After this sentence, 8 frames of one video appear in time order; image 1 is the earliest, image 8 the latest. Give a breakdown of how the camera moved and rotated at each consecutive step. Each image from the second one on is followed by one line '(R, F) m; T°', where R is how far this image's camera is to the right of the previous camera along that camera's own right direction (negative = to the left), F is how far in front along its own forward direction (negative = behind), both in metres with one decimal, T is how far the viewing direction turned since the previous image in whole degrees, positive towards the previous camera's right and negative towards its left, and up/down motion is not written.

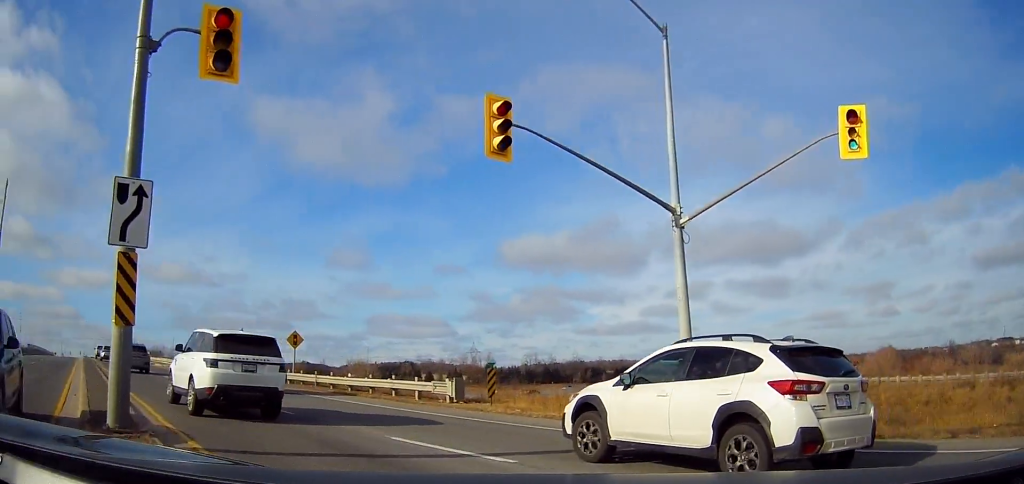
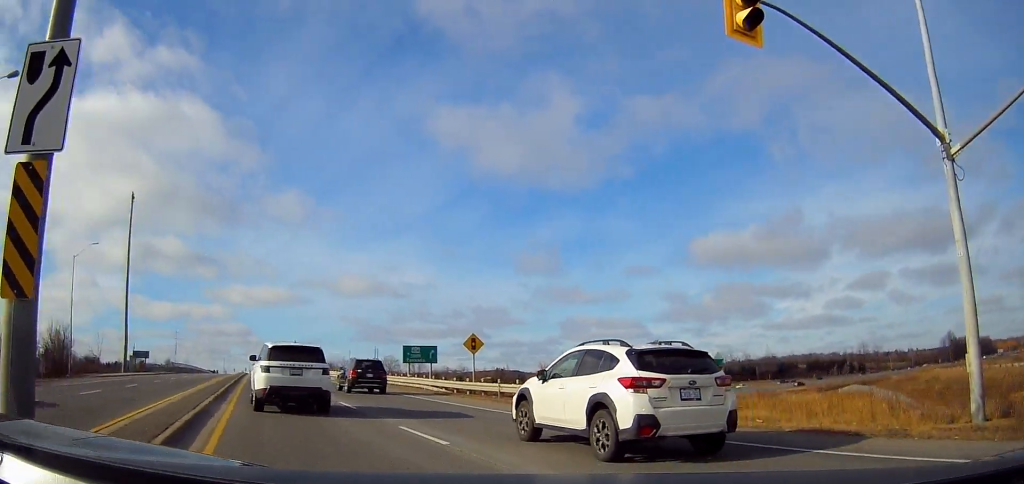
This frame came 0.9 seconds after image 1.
(-0.7, +4.9) m; -16°
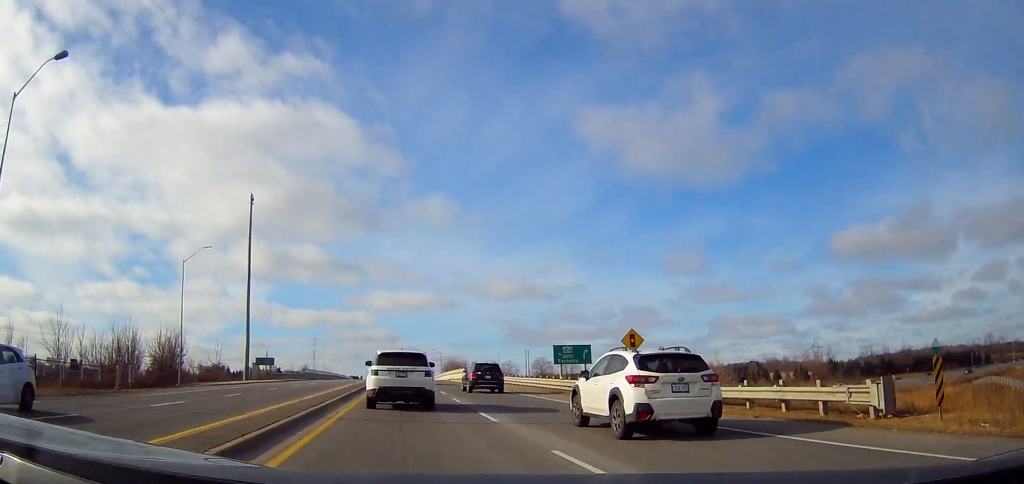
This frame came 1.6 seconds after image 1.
(-0.1, +3.8) m; -11°
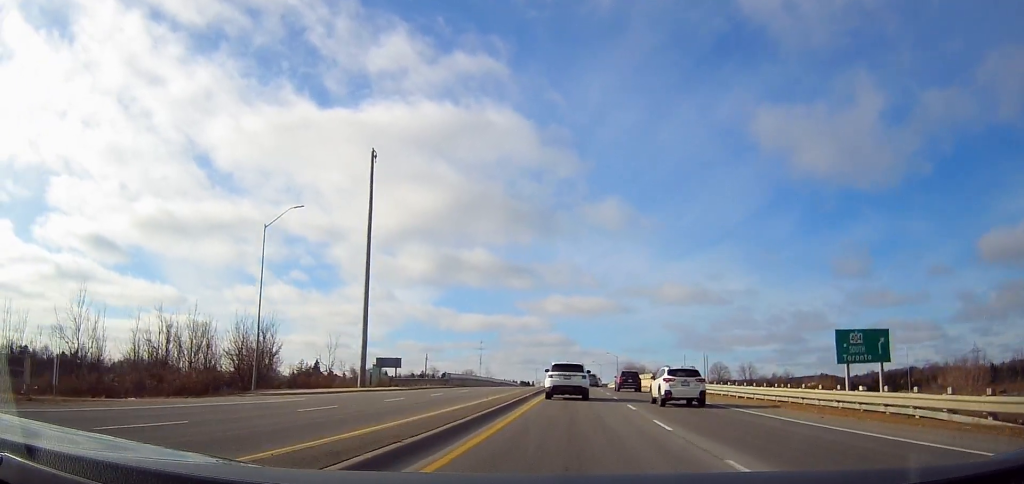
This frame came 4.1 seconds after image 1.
(-2.7, +19.3) m; -6°
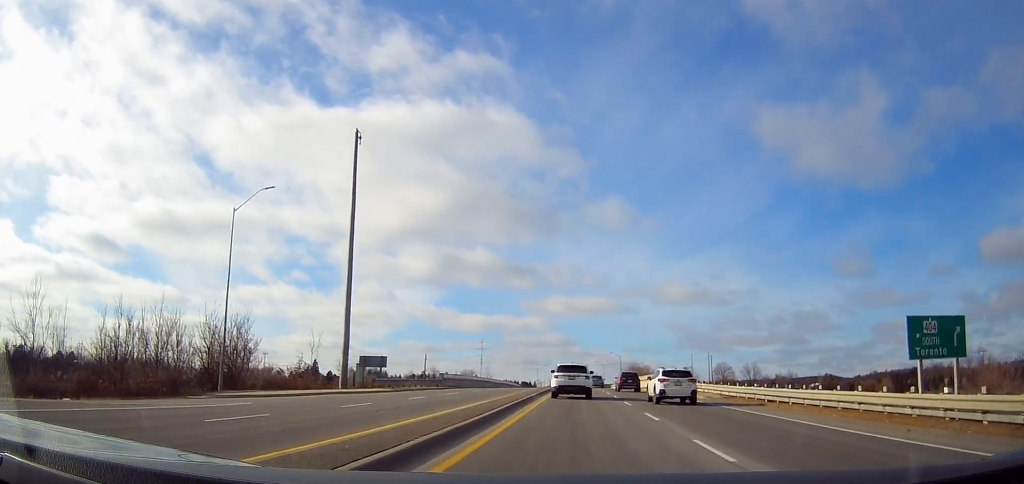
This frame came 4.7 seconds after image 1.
(0.0, +5.5) m; +1°
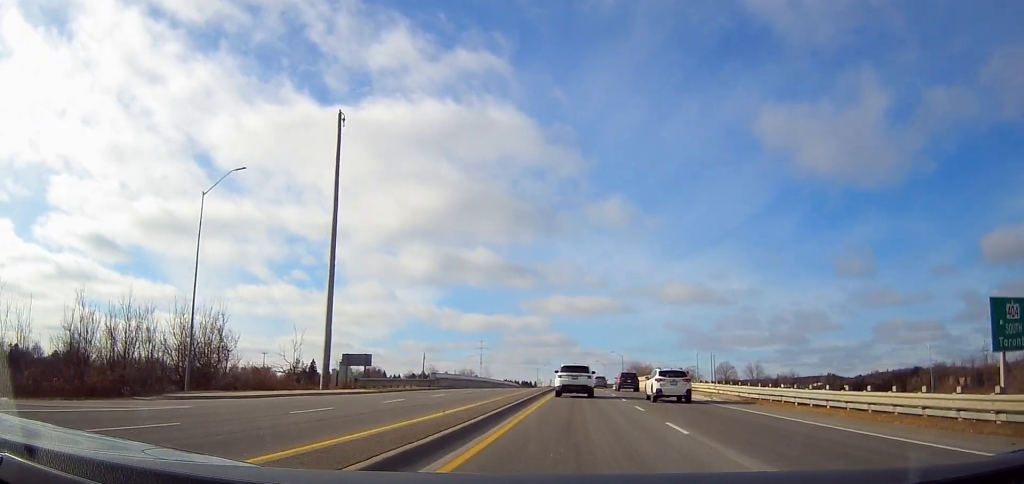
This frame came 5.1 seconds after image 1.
(0.0, +4.6) m; 0°
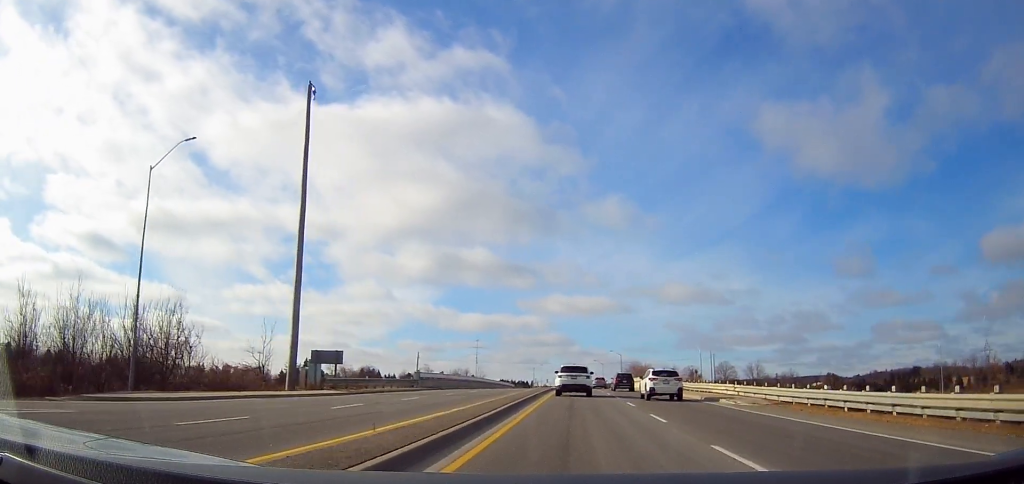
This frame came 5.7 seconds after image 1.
(0.0, +5.8) m; 0°
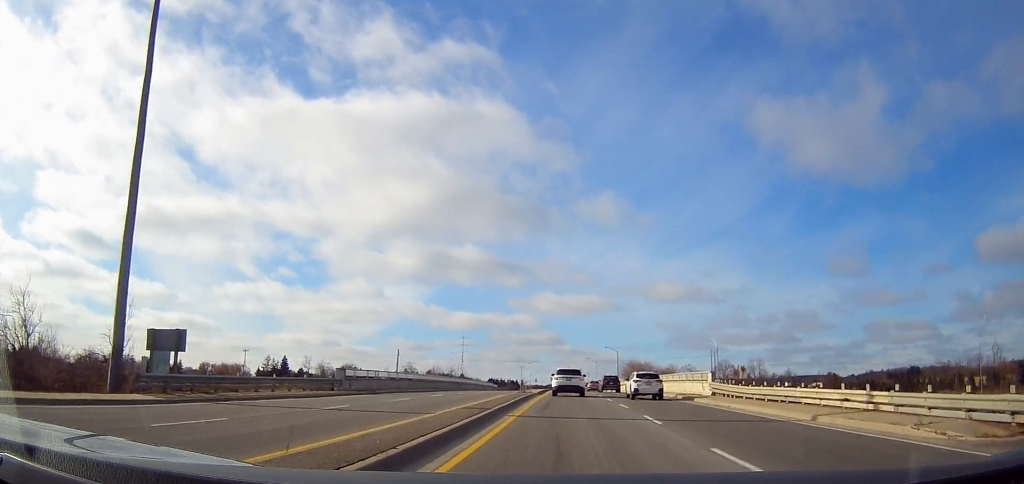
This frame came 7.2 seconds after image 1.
(+0.2, +18.9) m; -1°
